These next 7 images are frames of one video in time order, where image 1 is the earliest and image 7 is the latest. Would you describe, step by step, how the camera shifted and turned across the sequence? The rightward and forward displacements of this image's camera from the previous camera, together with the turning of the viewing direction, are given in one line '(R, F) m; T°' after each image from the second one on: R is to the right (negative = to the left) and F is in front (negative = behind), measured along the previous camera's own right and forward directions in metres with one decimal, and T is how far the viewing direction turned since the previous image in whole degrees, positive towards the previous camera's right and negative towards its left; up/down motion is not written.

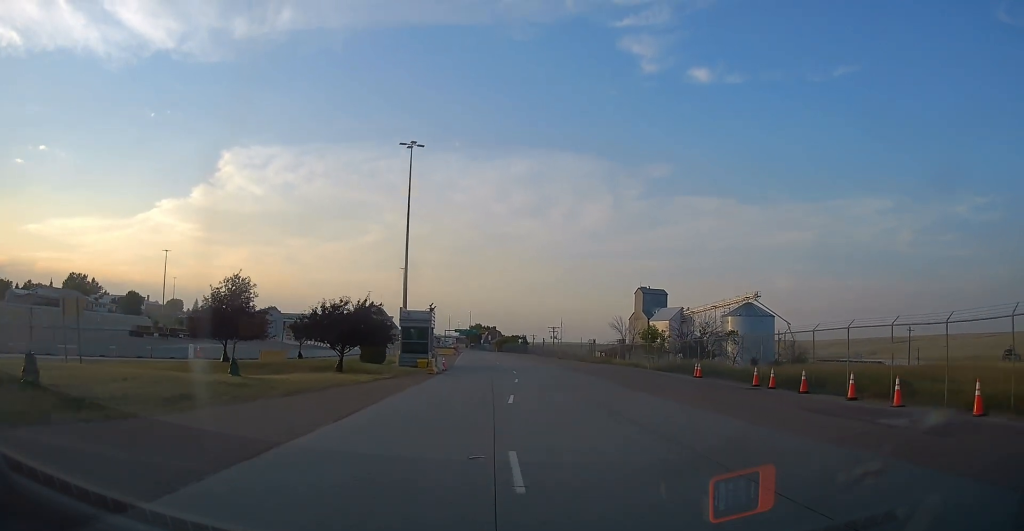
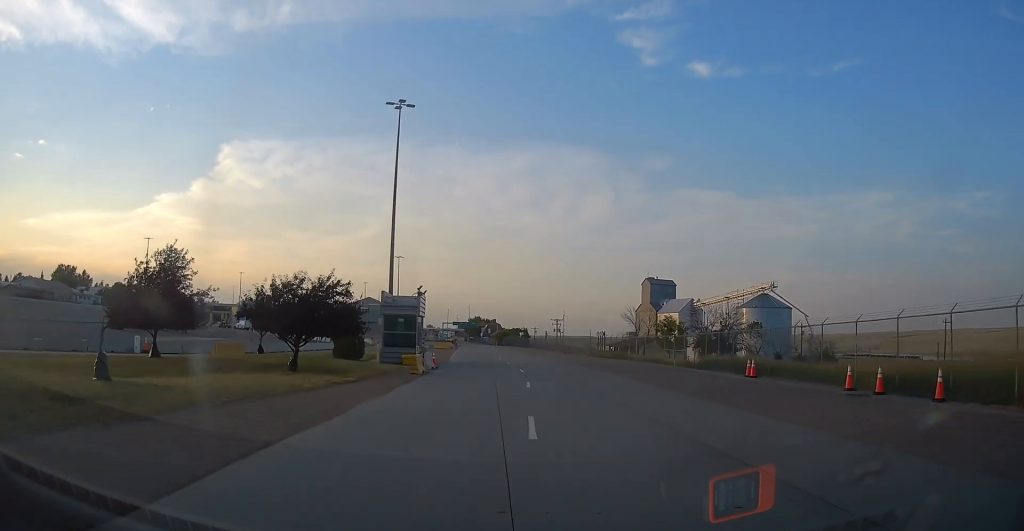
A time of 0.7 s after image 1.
(-0.4, +8.9) m; 0°
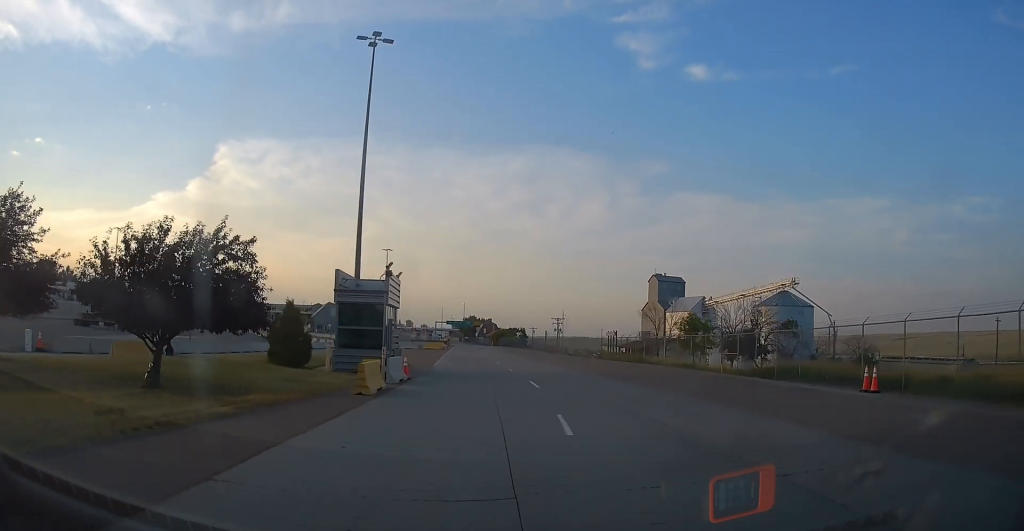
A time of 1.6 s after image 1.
(+0.6, +12.0) m; 0°
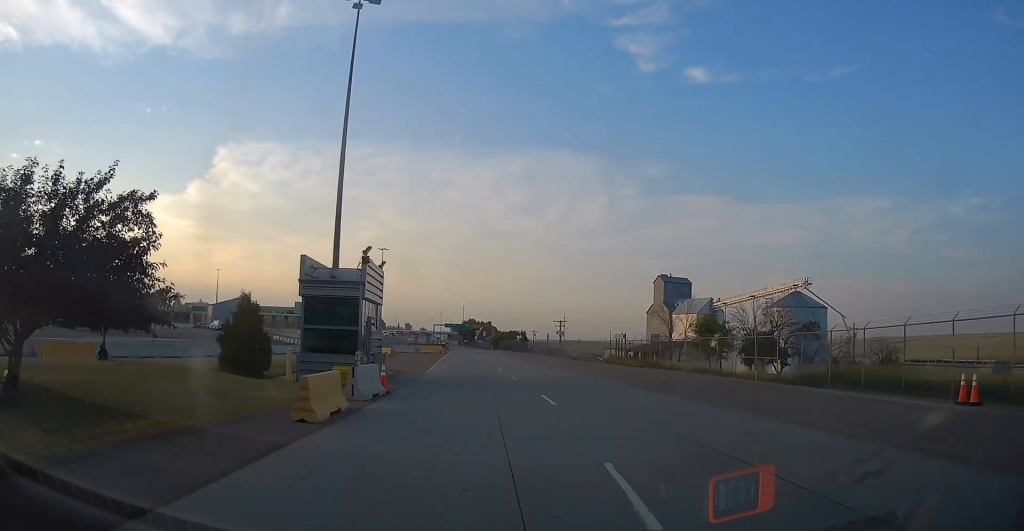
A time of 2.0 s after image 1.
(-0.1, +5.7) m; 0°
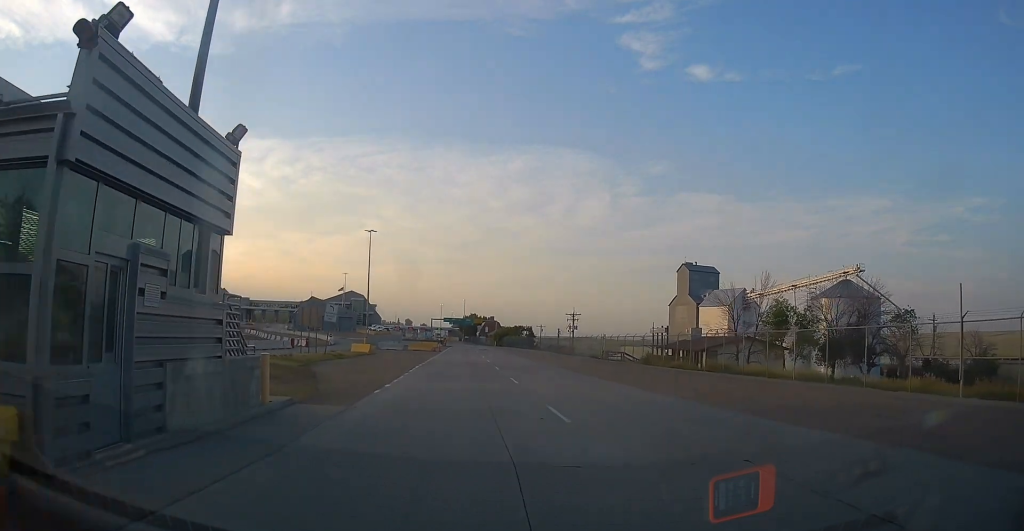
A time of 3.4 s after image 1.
(0.0, +17.9) m; 0°
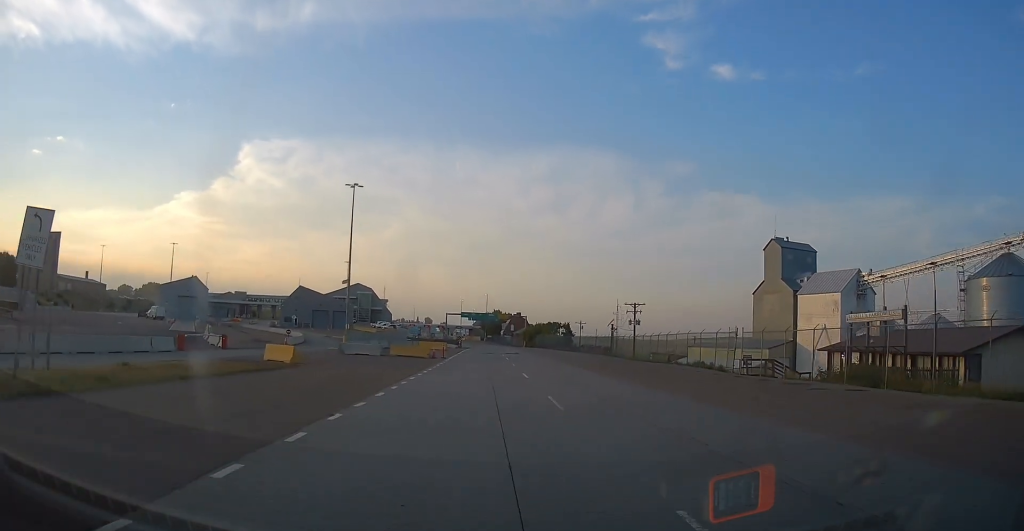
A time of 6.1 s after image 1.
(-0.8, +34.8) m; 0°
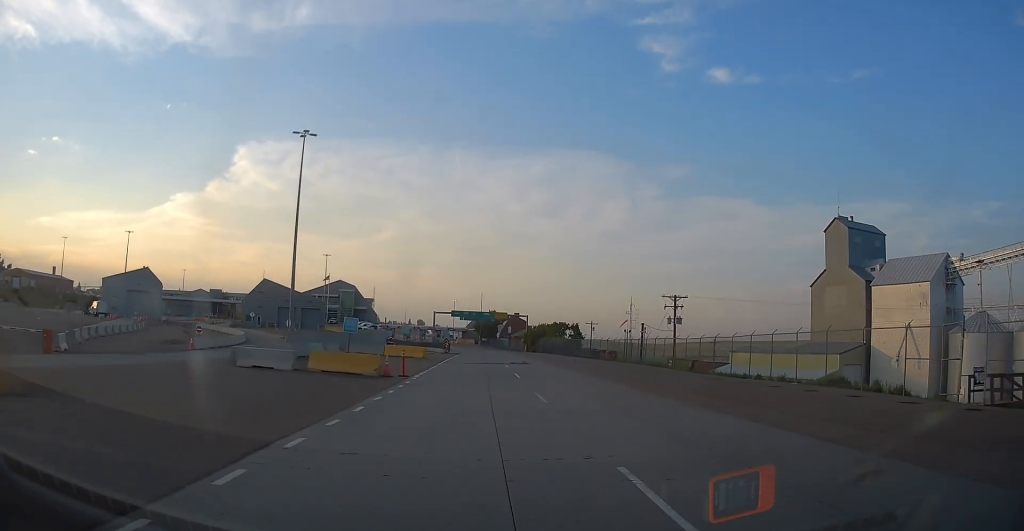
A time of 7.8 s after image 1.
(-0.3, +22.5) m; -3°
